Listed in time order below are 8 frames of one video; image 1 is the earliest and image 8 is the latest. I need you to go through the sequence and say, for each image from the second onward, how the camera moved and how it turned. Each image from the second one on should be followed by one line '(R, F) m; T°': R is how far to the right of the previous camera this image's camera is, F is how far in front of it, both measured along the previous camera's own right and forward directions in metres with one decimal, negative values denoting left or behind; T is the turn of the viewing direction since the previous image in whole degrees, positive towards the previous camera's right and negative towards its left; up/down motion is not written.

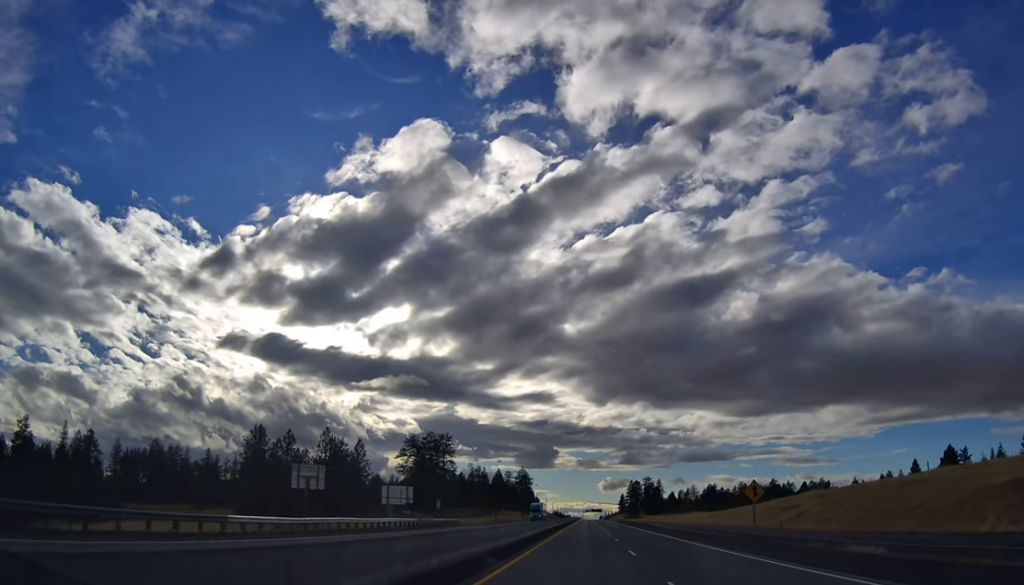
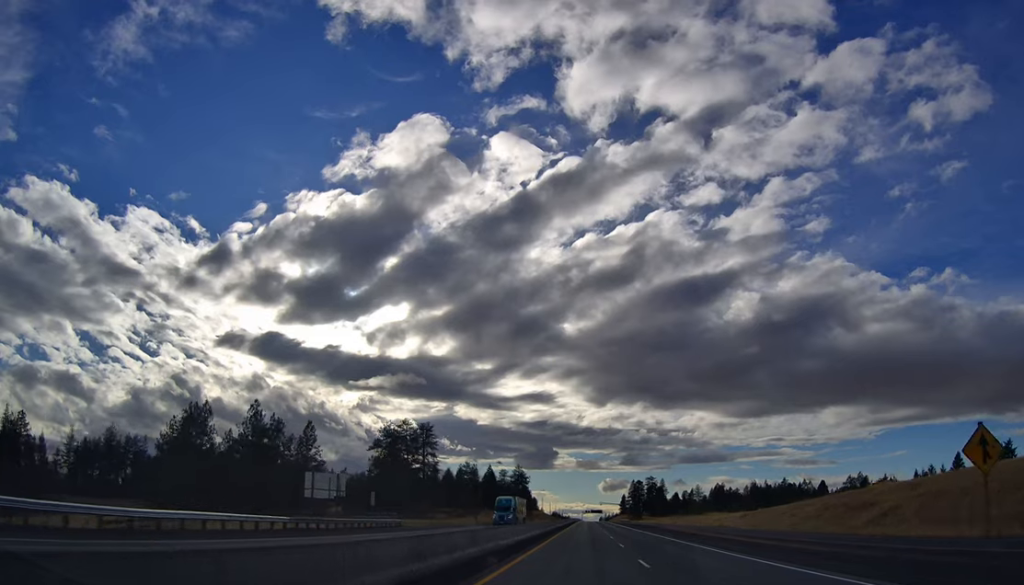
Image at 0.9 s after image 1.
(+0.2, +29.5) m; 0°
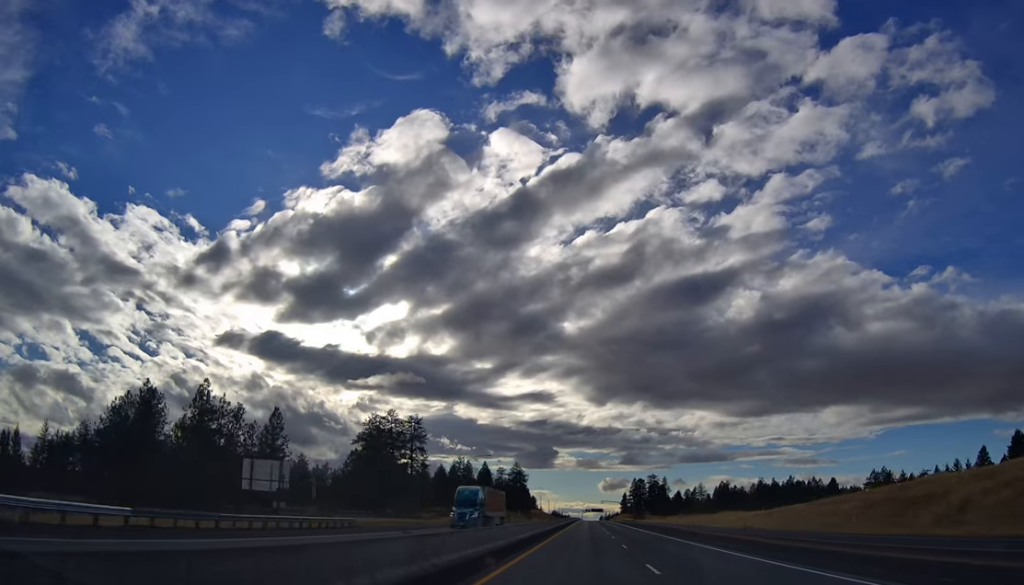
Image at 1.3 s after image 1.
(+0.2, +14.8) m; 0°
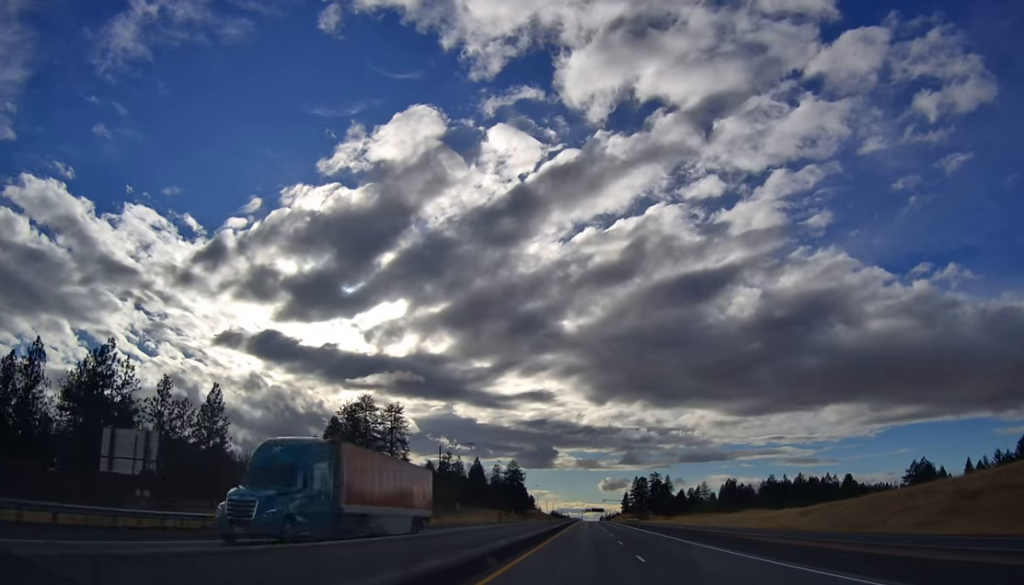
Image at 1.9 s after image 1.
(-0.4, +20.5) m; 0°
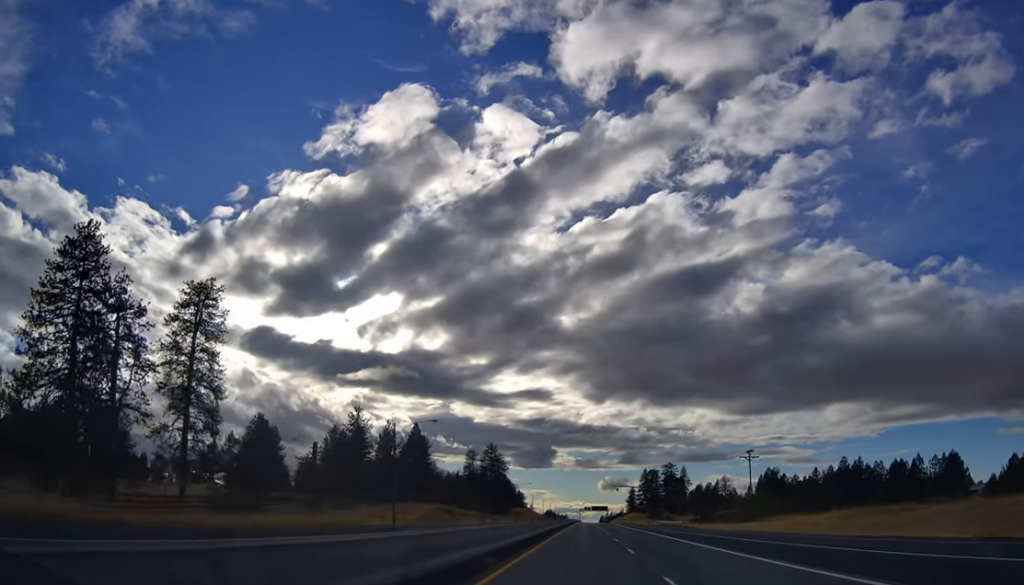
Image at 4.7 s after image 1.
(+1.0, +94.3) m; +1°
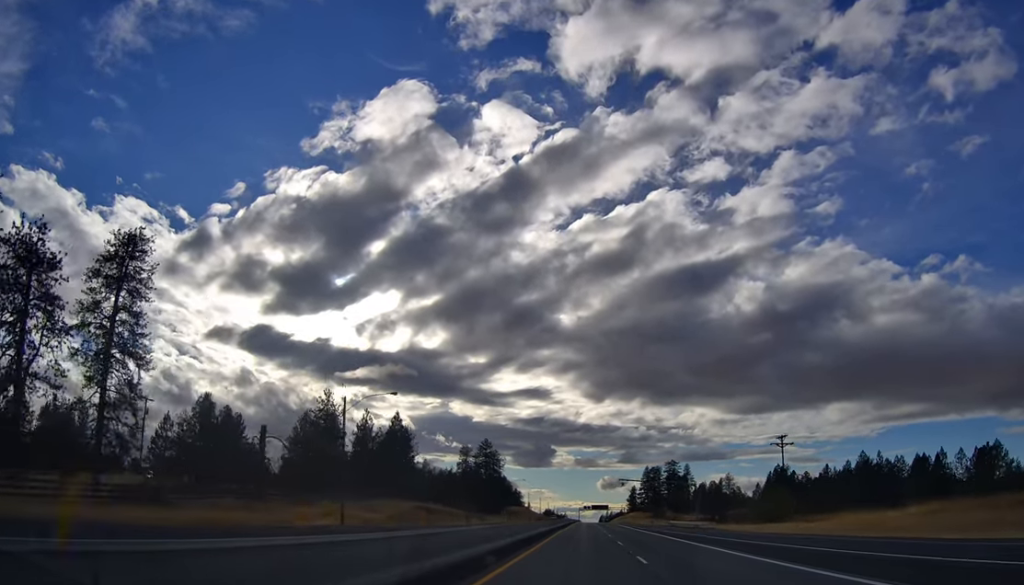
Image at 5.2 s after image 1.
(0.0, +17.0) m; 0°
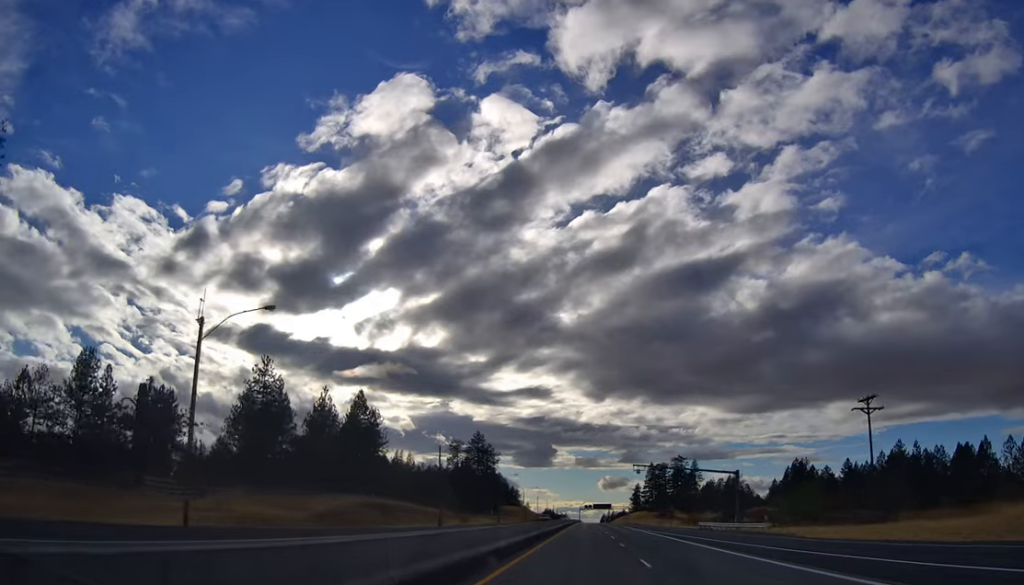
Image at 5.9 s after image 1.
(0.0, +26.1) m; -1°
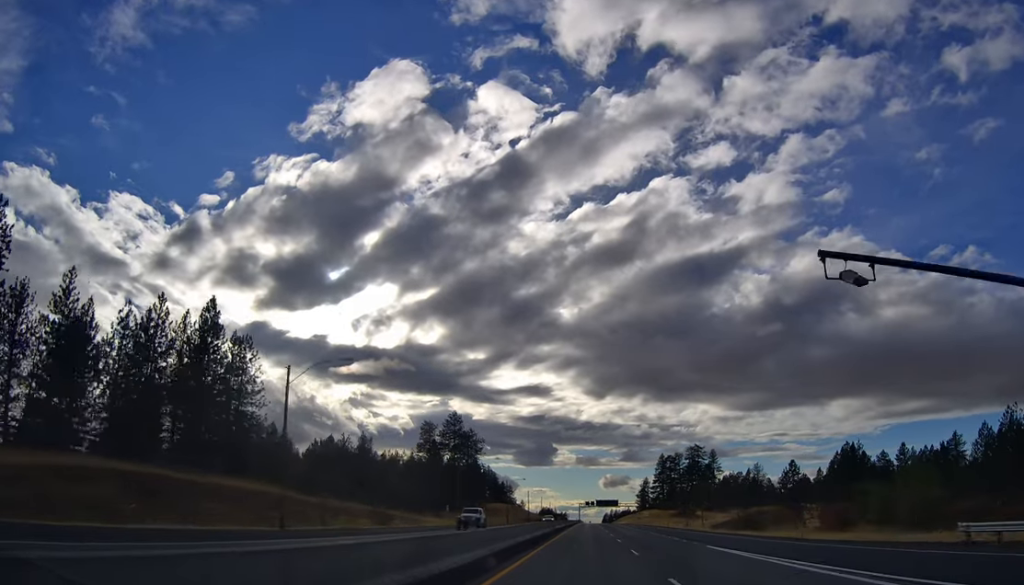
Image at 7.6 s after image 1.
(-0.4, +55.6) m; 0°
